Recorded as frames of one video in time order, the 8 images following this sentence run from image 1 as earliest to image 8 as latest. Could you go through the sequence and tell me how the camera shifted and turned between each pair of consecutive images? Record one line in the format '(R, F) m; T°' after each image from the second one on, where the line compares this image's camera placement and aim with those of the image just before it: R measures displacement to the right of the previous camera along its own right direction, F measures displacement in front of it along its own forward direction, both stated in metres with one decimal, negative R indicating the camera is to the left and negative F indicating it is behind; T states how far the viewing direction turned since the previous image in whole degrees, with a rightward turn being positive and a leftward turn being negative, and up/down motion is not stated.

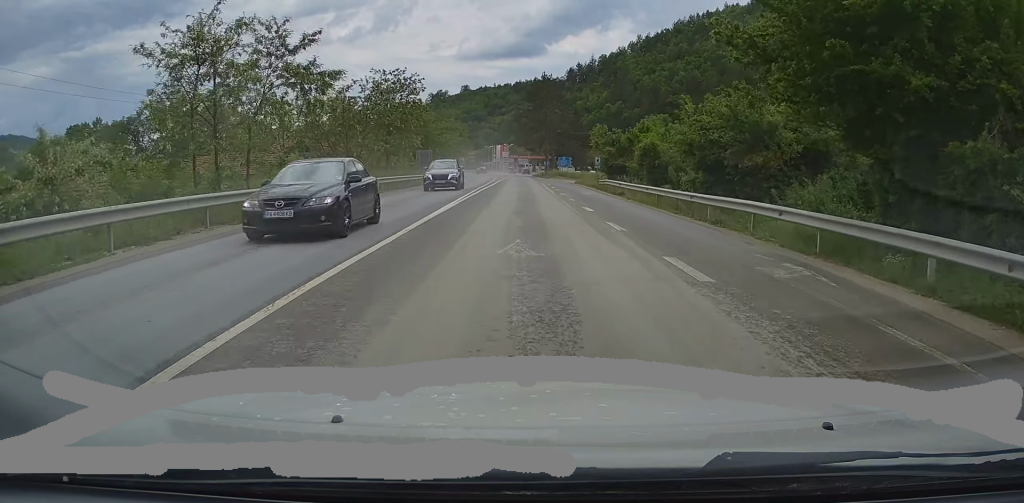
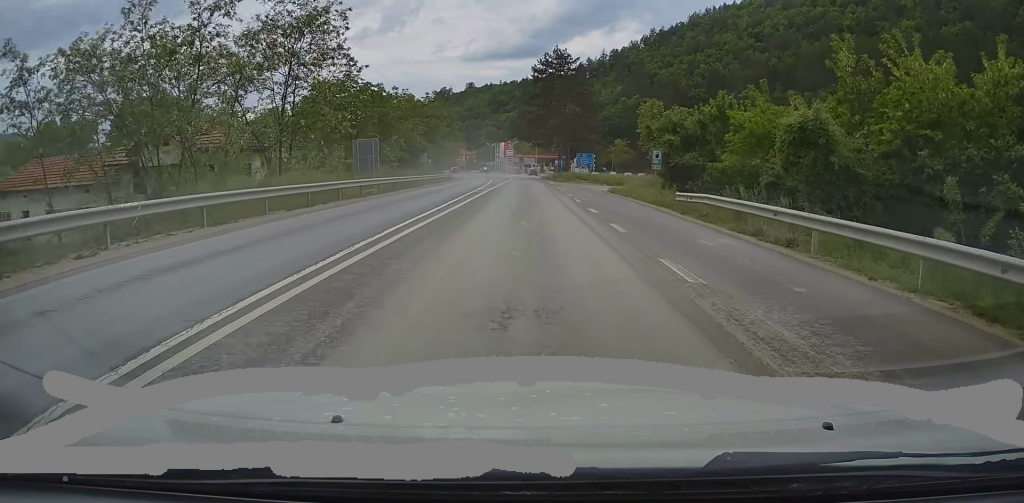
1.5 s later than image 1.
(0.0, +24.3) m; -1°
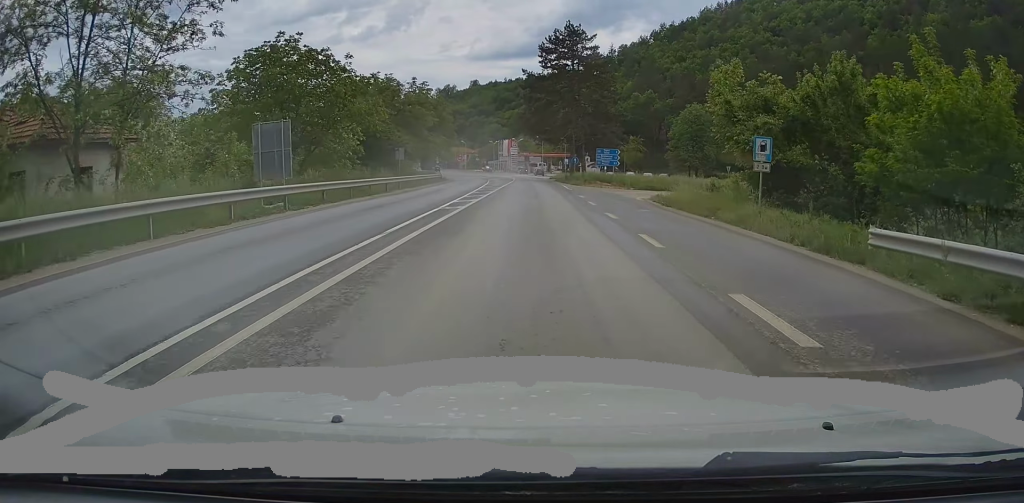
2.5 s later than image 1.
(-0.1, +14.6) m; -1°
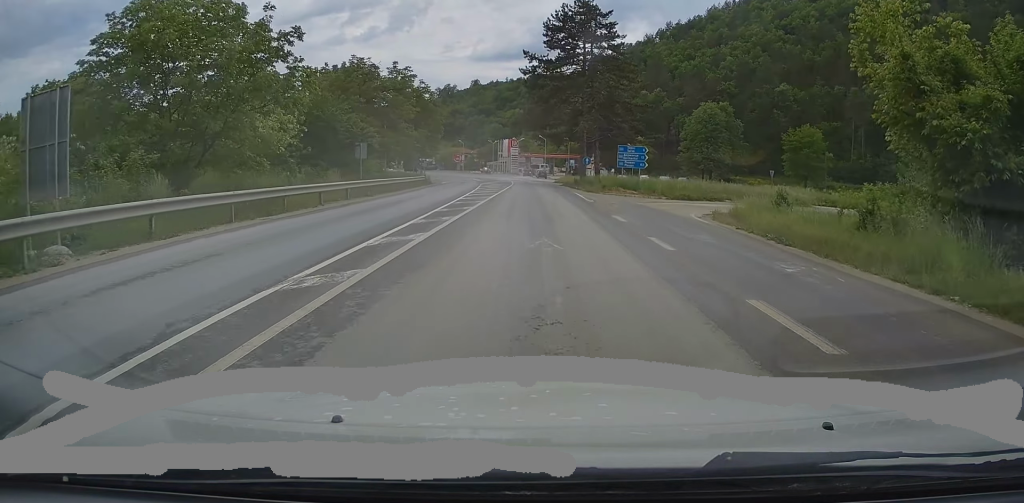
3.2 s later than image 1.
(-0.3, +11.9) m; -1°
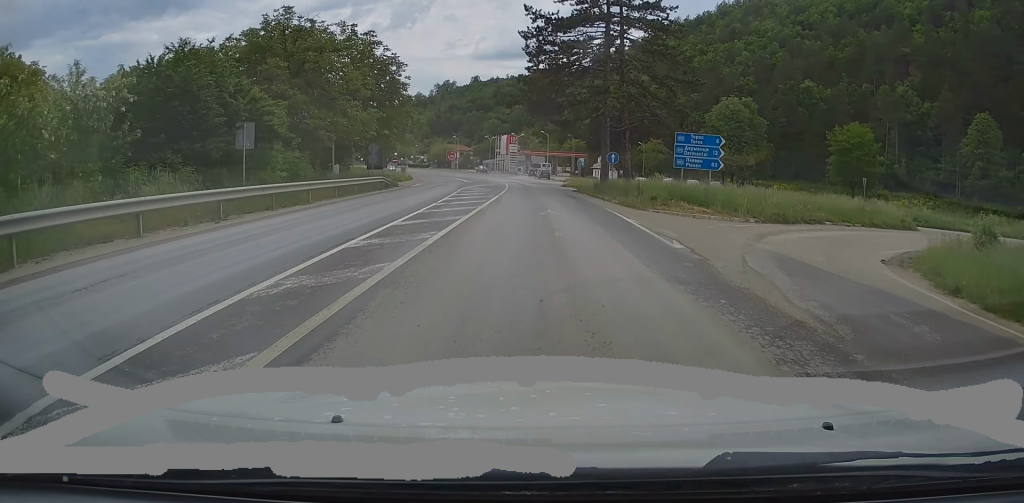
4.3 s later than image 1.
(+0.1, +16.1) m; +2°
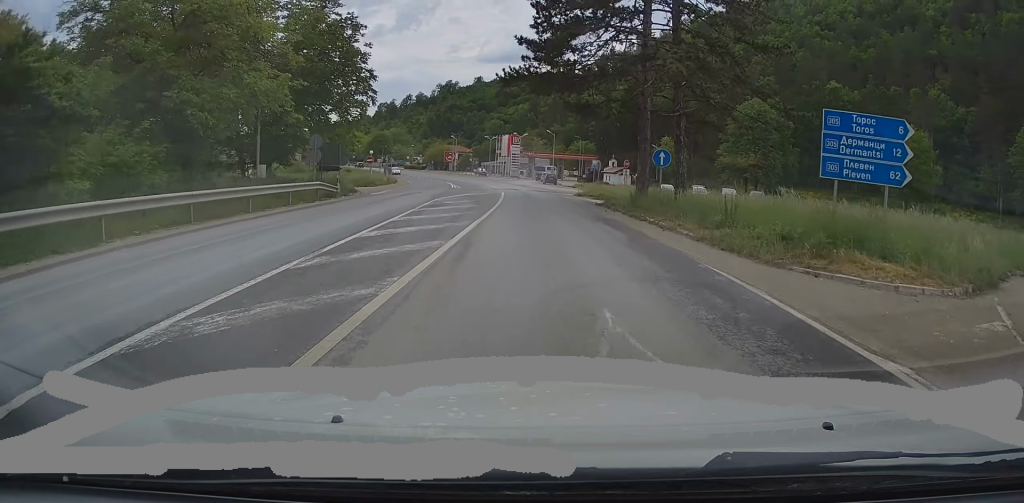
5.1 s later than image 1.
(+0.3, +13.0) m; 0°
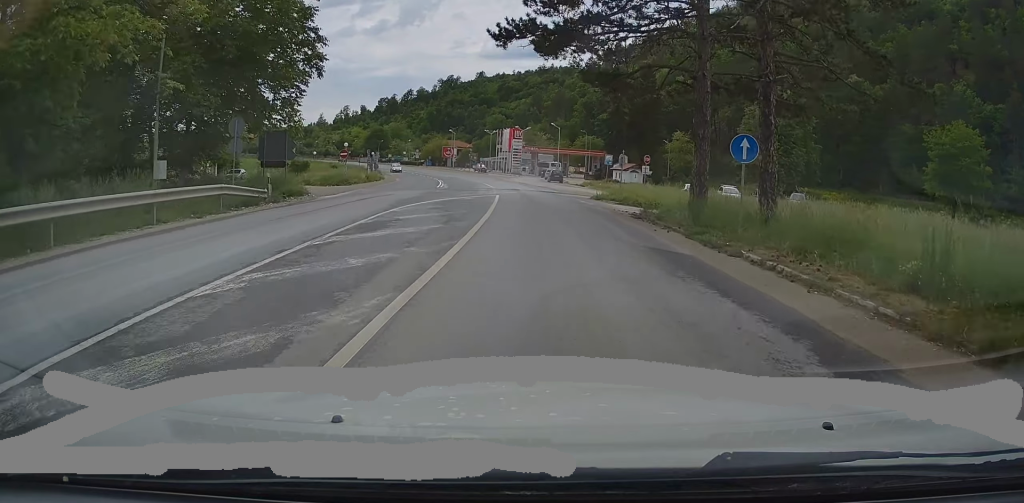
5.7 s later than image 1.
(-0.2, +9.4) m; -1°
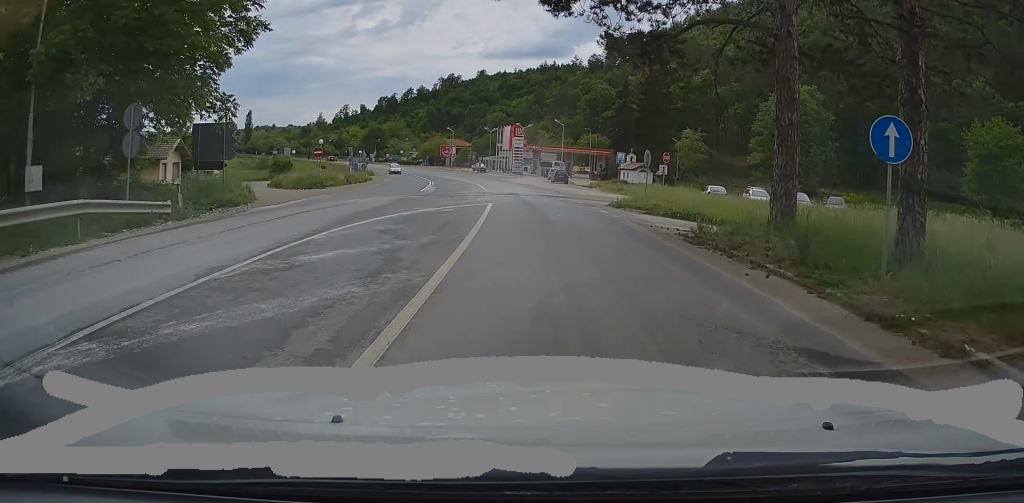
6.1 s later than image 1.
(0.0, +6.8) m; -1°
